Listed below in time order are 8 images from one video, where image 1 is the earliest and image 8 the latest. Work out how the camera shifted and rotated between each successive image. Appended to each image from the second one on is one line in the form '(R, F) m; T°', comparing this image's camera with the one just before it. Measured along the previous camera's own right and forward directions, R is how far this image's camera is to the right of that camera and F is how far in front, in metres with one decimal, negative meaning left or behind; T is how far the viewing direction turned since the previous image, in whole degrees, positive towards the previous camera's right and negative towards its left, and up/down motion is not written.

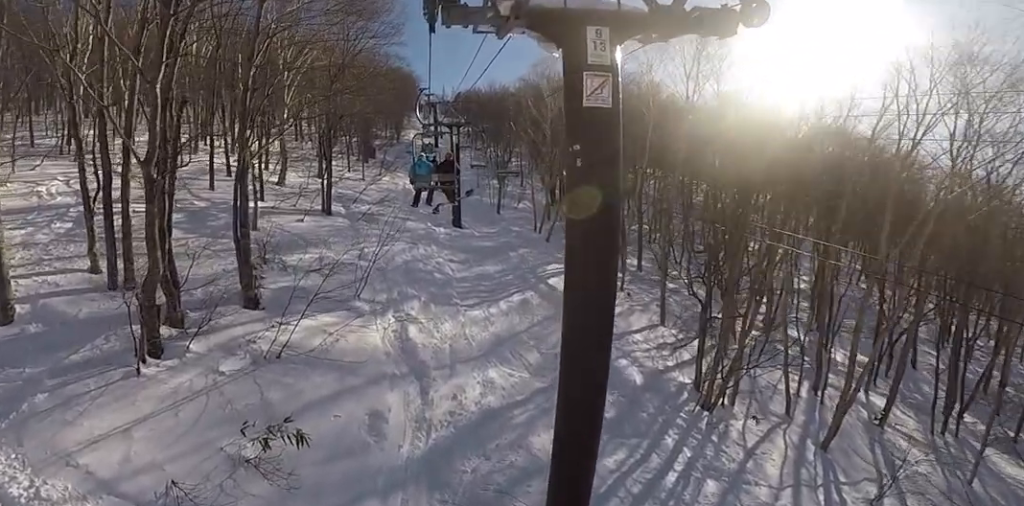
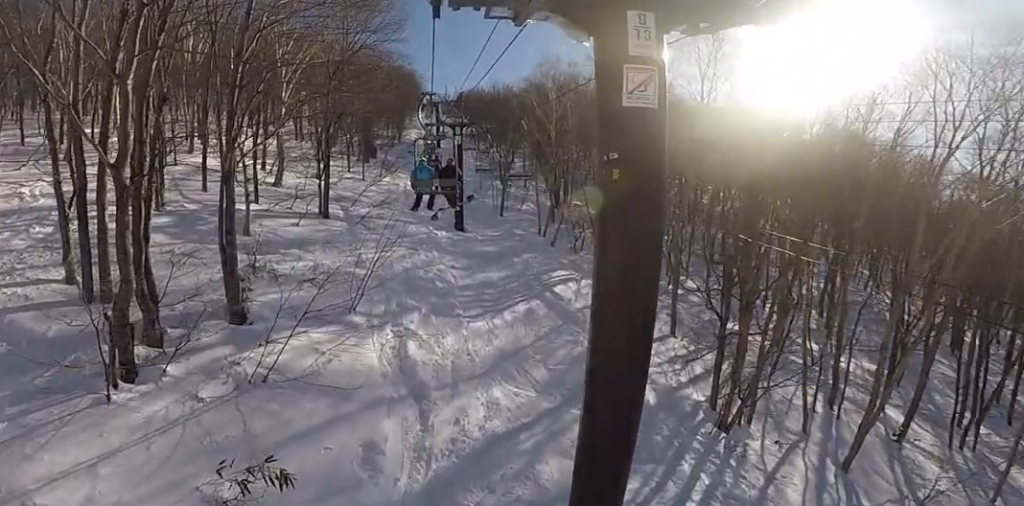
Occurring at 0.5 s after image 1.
(0.0, +1.1) m; 0°
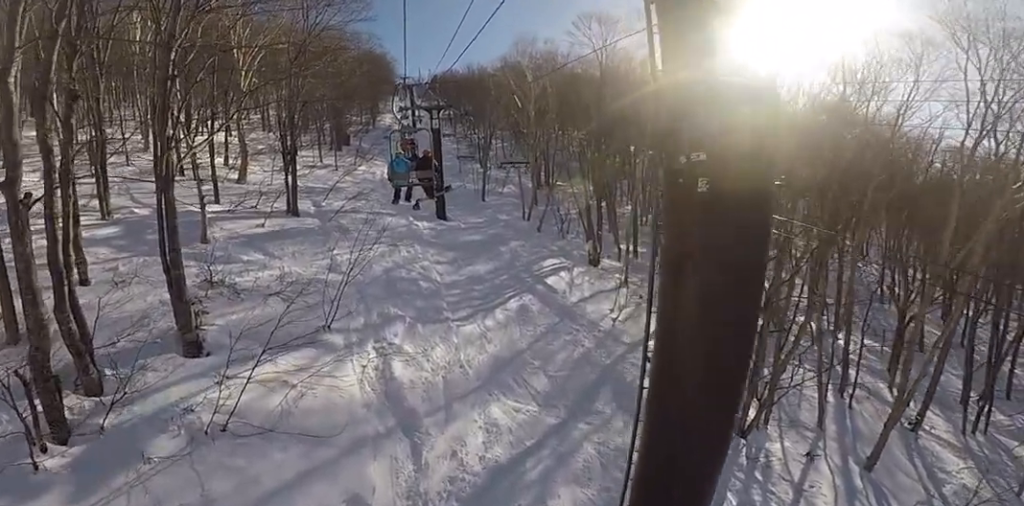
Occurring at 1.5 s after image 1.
(0.0, +1.9) m; 0°
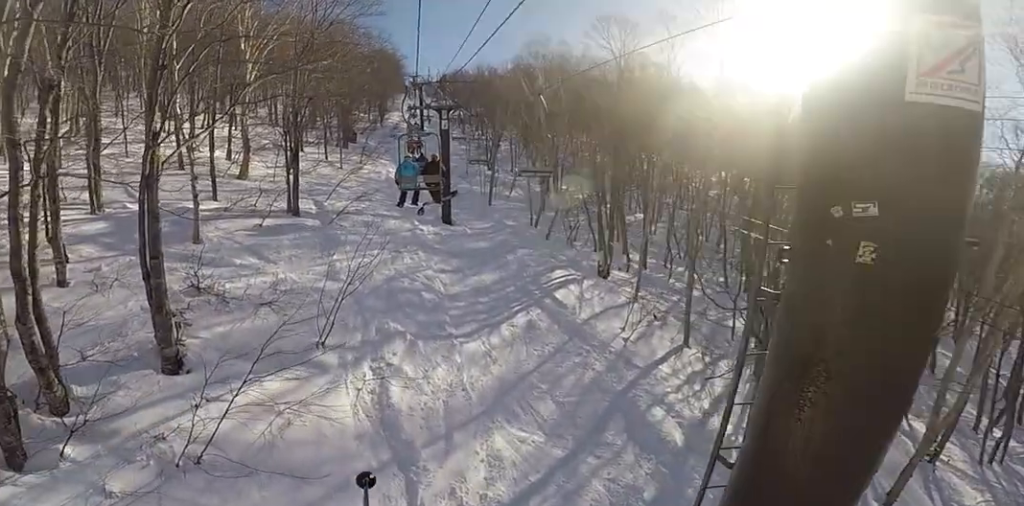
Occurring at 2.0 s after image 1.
(0.0, +1.1) m; 0°
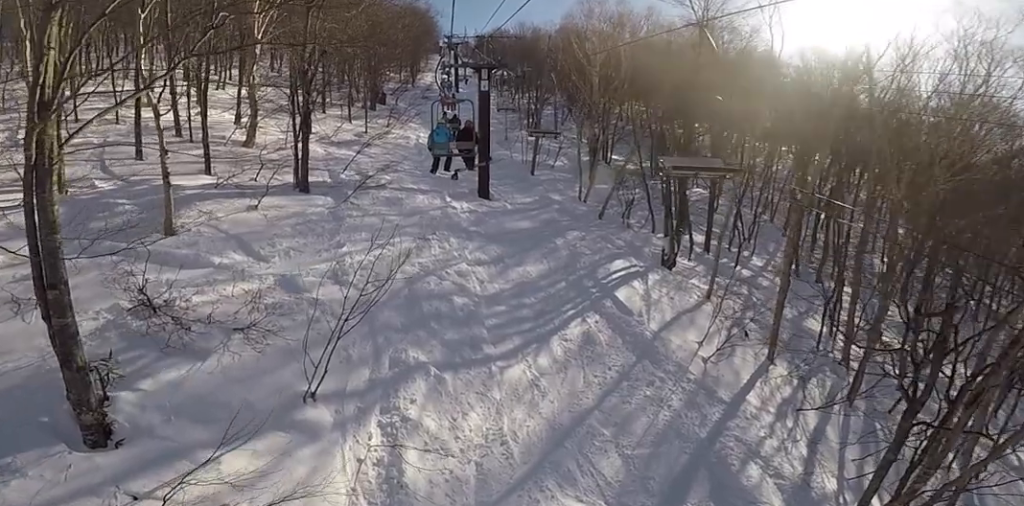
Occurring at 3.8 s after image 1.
(0.0, +3.4) m; 0°
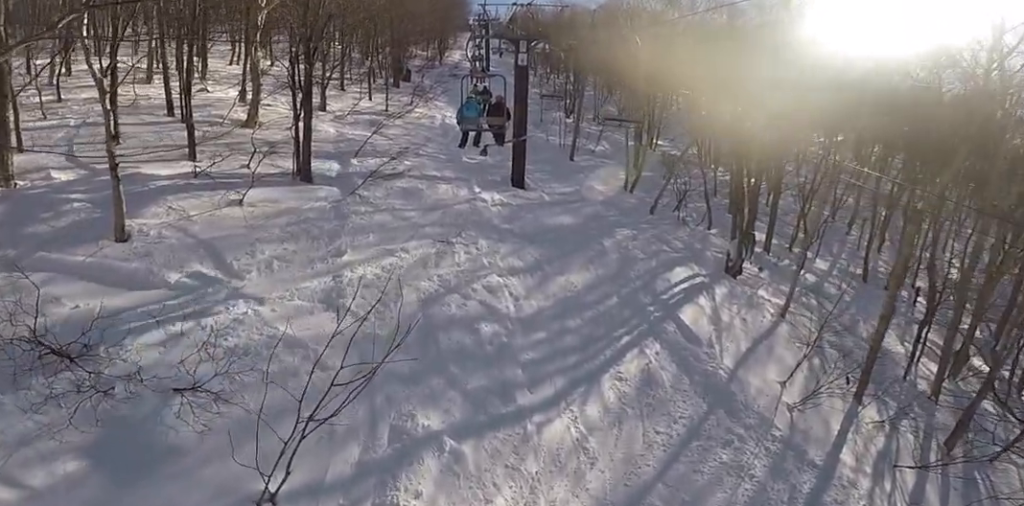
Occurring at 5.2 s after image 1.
(0.0, +2.8) m; 0°
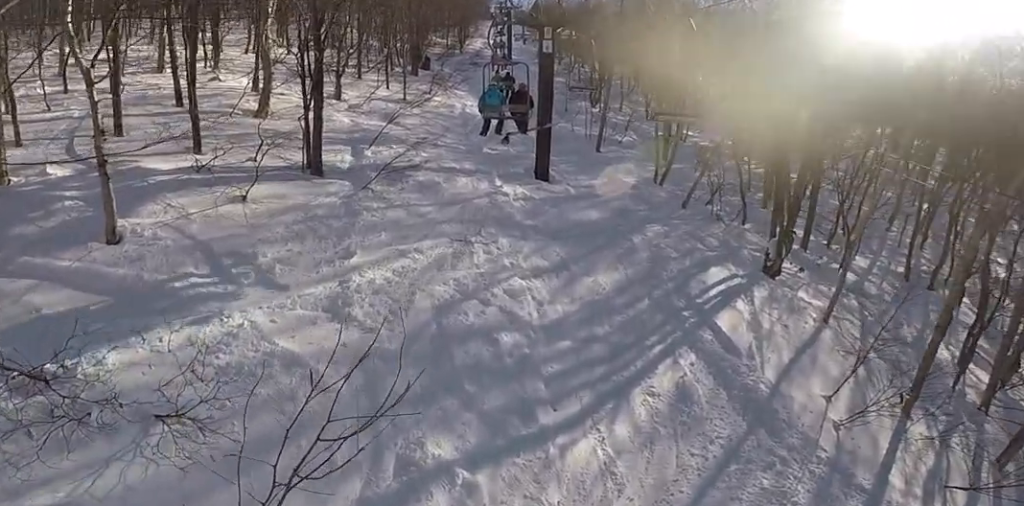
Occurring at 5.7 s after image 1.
(0.0, +0.9) m; 0°
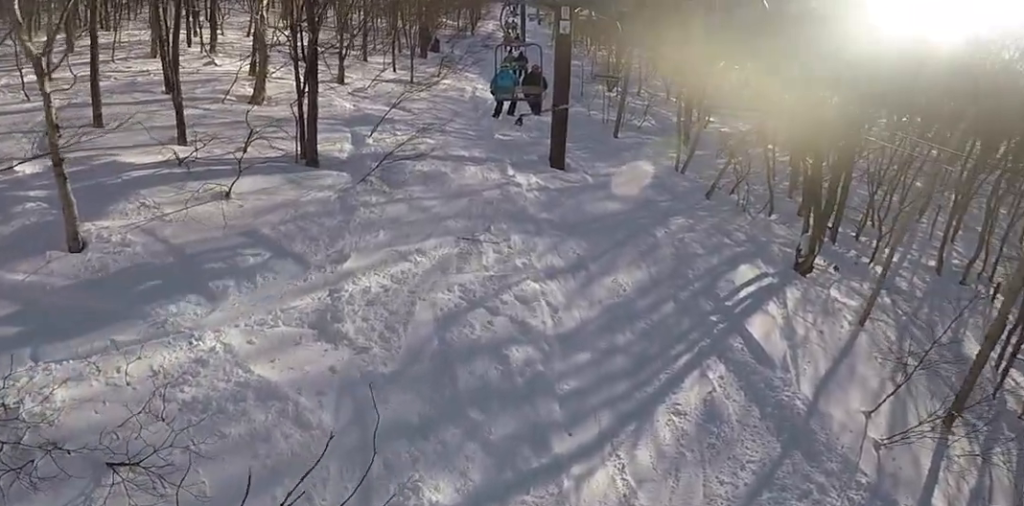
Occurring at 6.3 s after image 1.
(0.0, +1.2) m; +2°
